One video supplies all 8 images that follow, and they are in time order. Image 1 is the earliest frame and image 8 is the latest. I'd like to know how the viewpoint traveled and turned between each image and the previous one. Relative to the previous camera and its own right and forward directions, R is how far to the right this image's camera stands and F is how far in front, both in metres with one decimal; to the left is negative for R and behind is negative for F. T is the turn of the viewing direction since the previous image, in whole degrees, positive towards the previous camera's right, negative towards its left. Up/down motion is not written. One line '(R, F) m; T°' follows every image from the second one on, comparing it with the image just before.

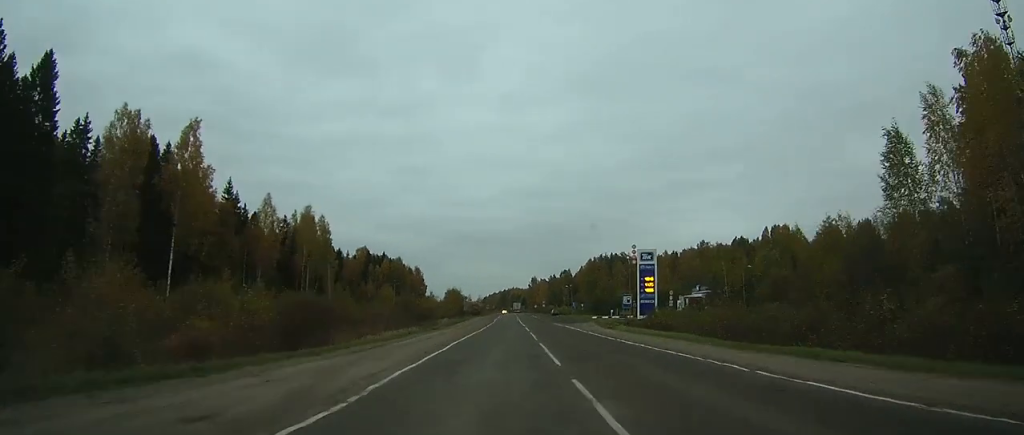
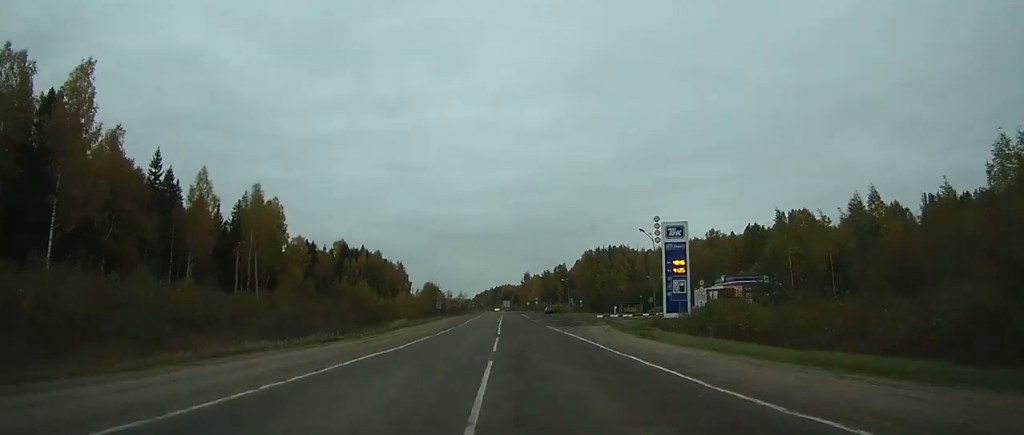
(+0.3, +21.4) m; 0°
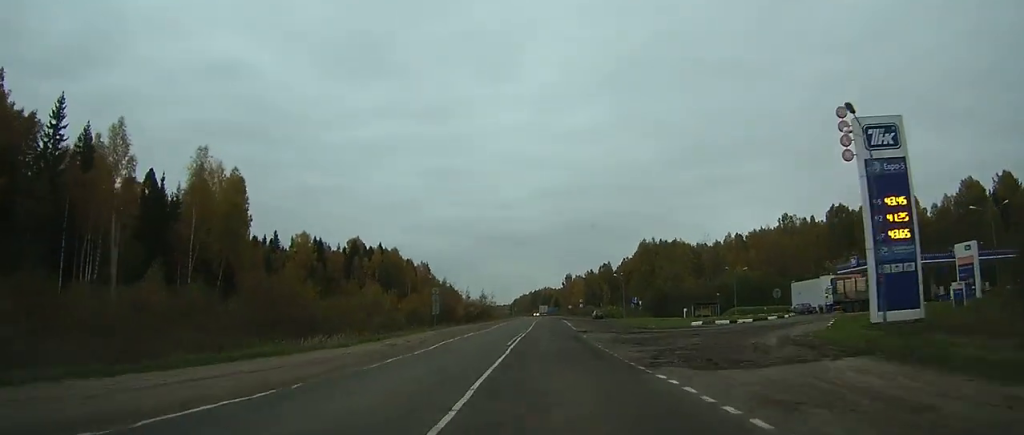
(-0.4, +31.8) m; -2°
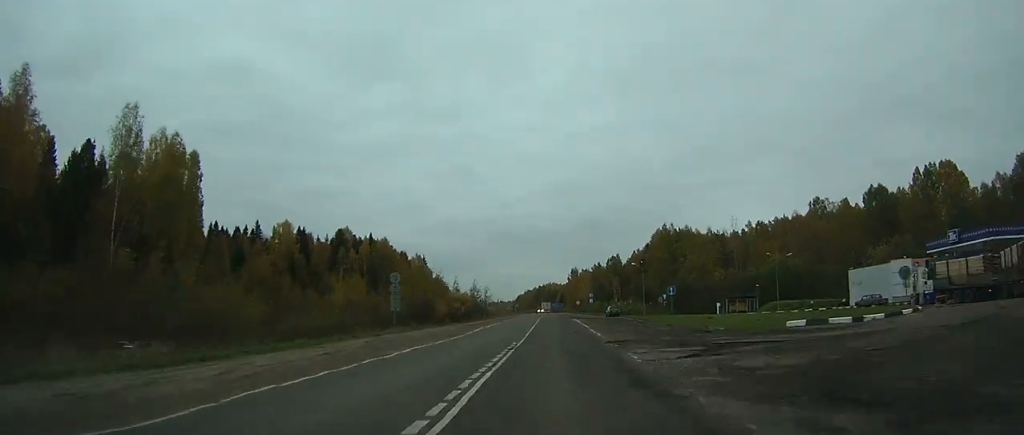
(-0.3, +16.9) m; 0°
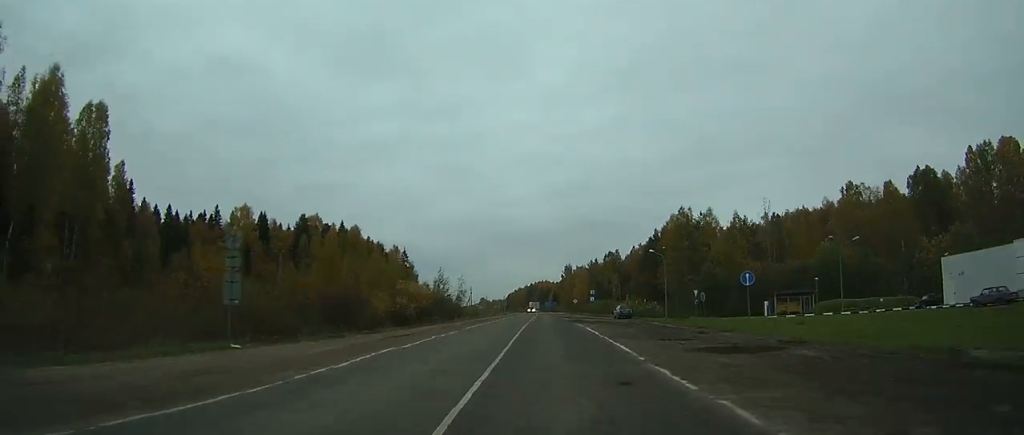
(-0.1, +20.5) m; 0°
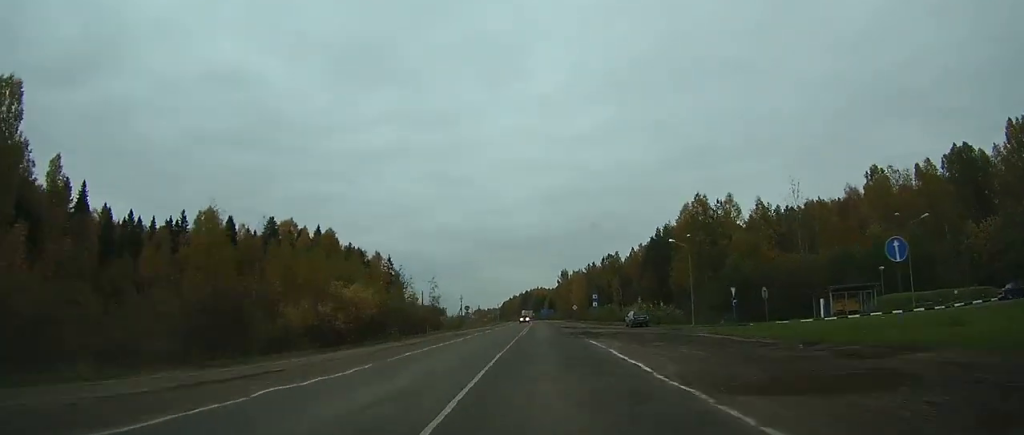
(+0.1, +13.4) m; 0°
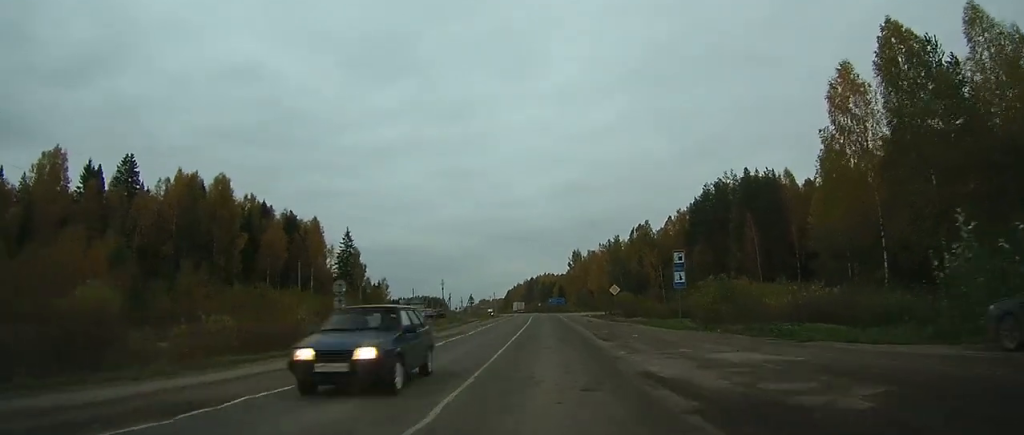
(+0.1, +49.1) m; 0°
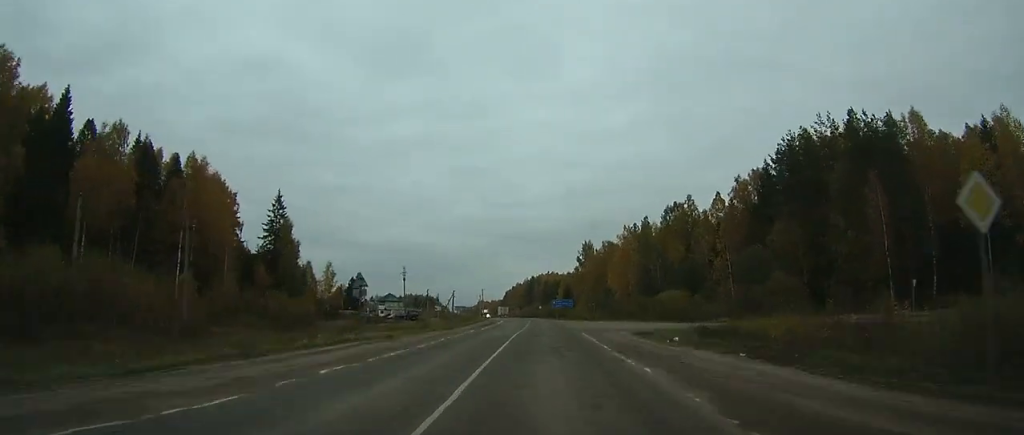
(-0.3, +45.4) m; 0°
